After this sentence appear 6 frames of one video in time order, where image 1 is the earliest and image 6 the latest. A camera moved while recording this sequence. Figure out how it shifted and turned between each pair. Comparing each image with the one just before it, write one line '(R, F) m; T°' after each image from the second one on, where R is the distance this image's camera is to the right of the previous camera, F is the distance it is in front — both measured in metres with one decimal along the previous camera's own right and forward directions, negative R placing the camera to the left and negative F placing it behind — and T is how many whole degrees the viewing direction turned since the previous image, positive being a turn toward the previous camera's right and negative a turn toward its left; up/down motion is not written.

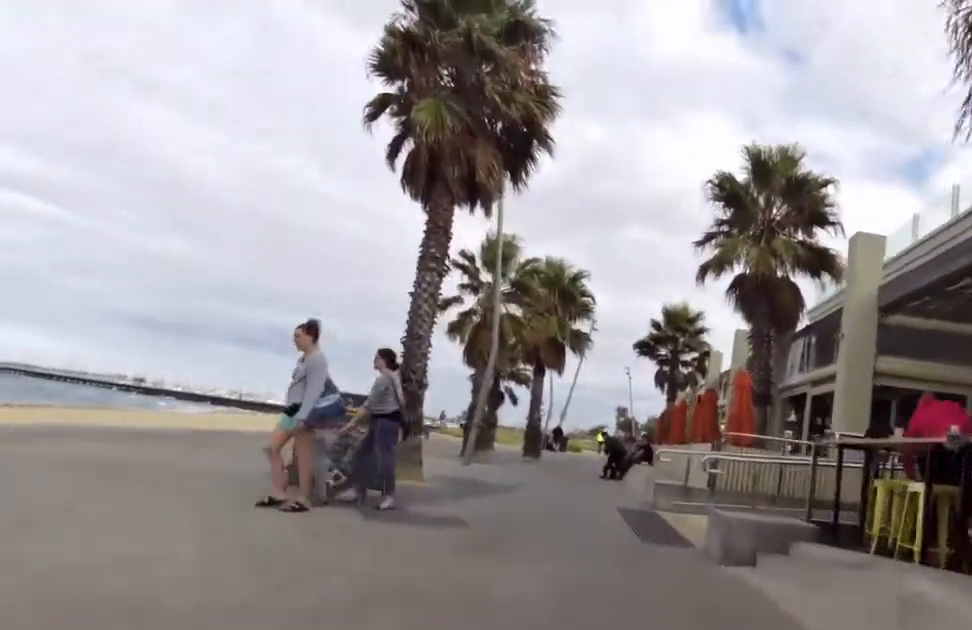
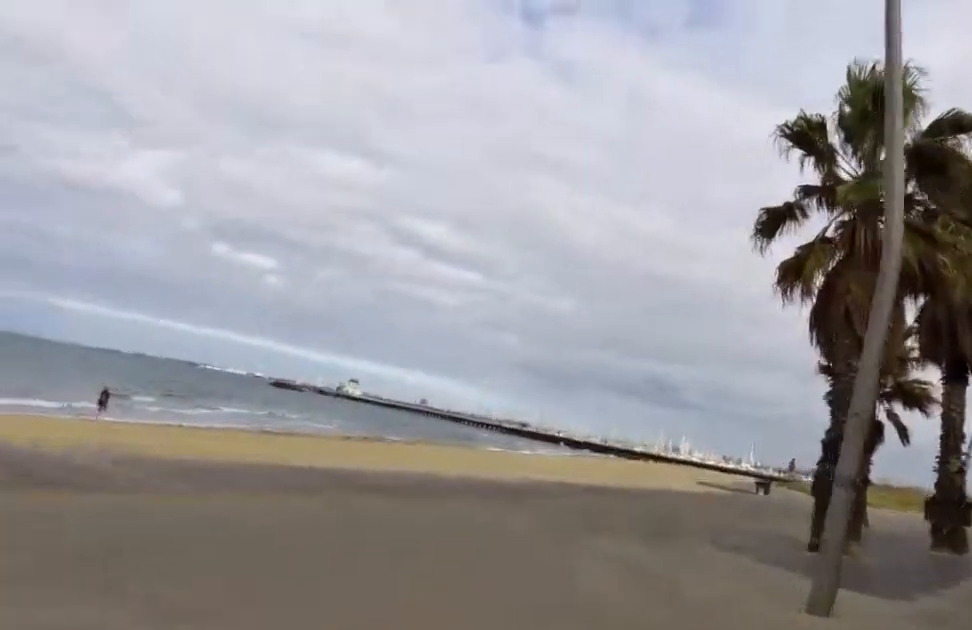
(-3.3, +12.7) m; -29°
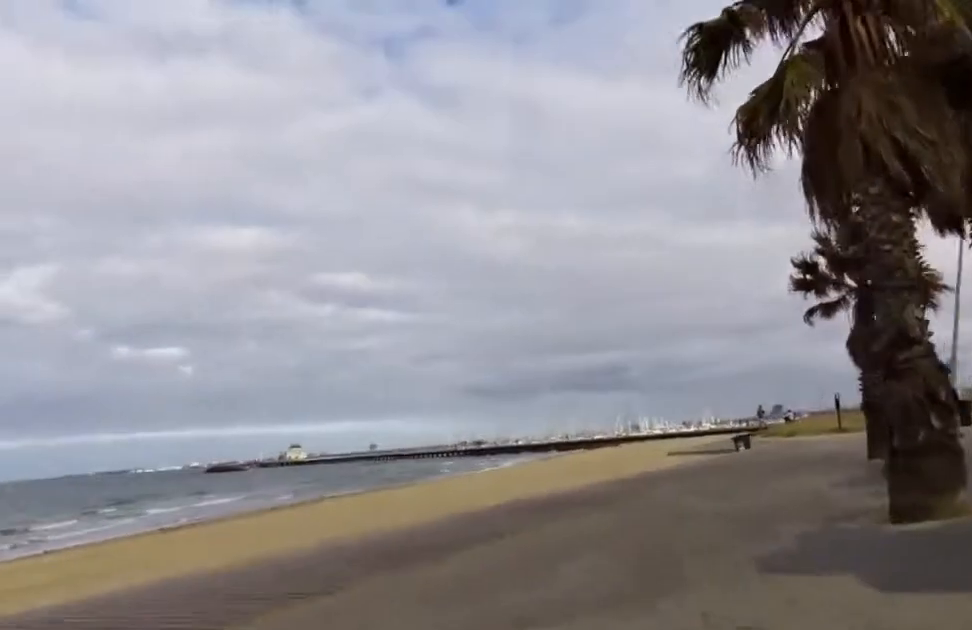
(-0.4, +4.6) m; -4°
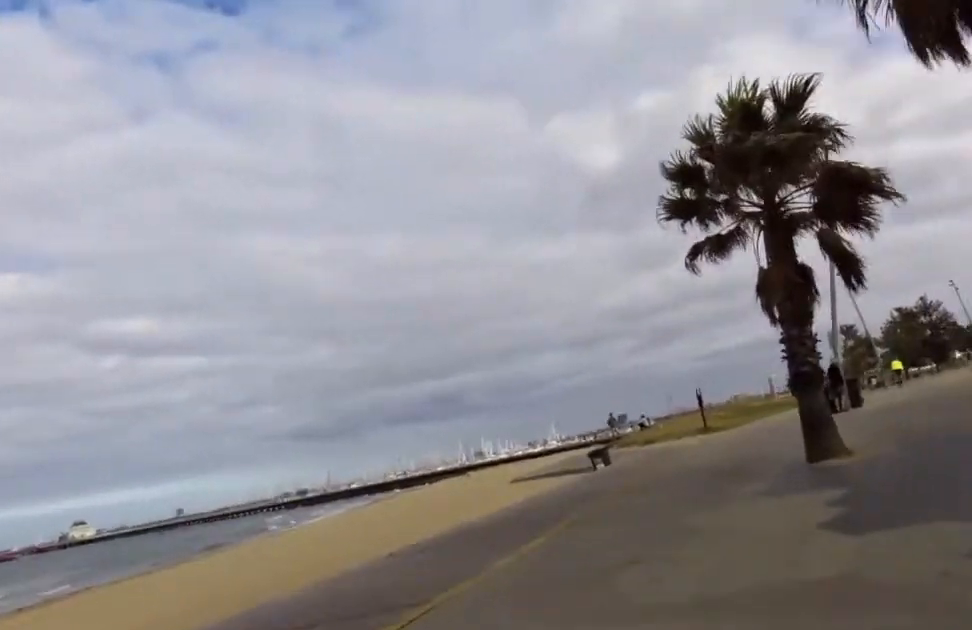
(-0.3, +5.9) m; +3°
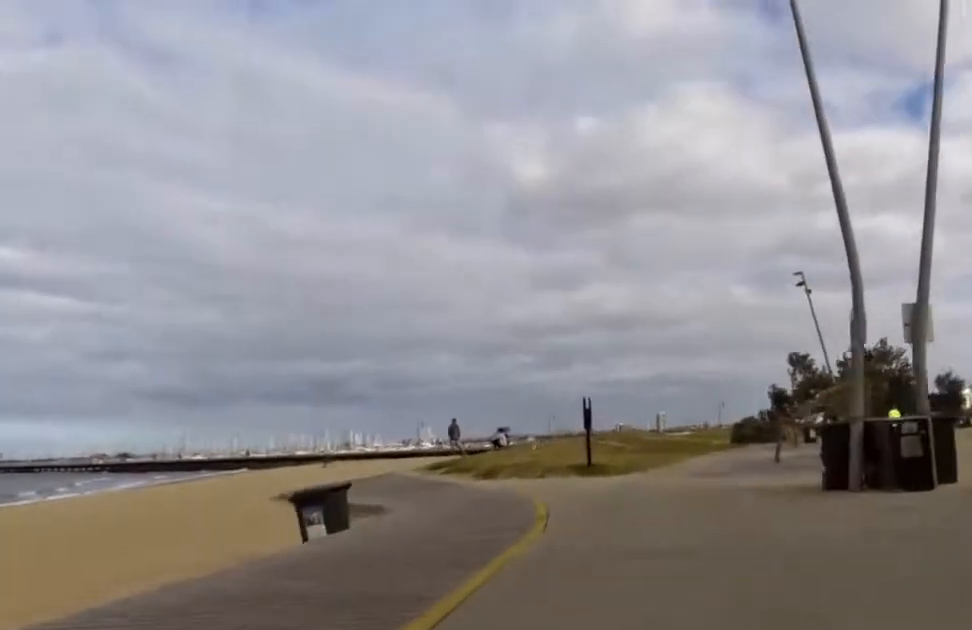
(+3.6, +14.6) m; +24°
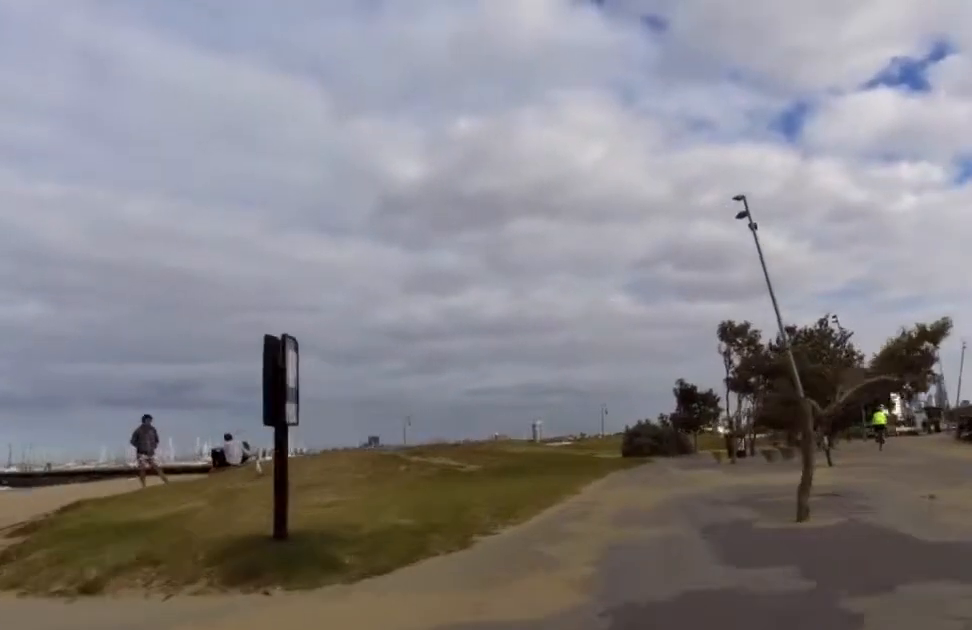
(+2.5, +14.0) m; +9°
